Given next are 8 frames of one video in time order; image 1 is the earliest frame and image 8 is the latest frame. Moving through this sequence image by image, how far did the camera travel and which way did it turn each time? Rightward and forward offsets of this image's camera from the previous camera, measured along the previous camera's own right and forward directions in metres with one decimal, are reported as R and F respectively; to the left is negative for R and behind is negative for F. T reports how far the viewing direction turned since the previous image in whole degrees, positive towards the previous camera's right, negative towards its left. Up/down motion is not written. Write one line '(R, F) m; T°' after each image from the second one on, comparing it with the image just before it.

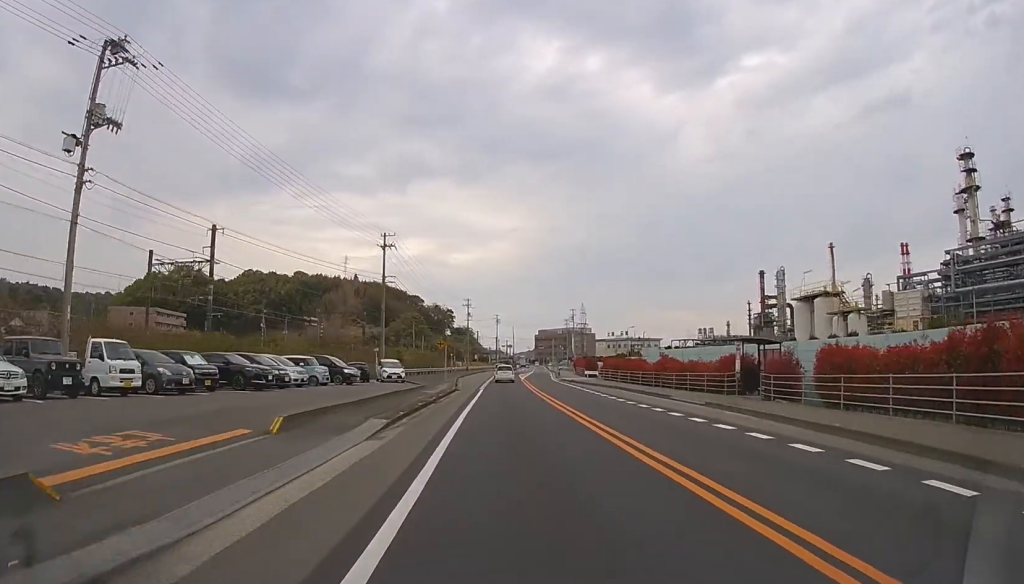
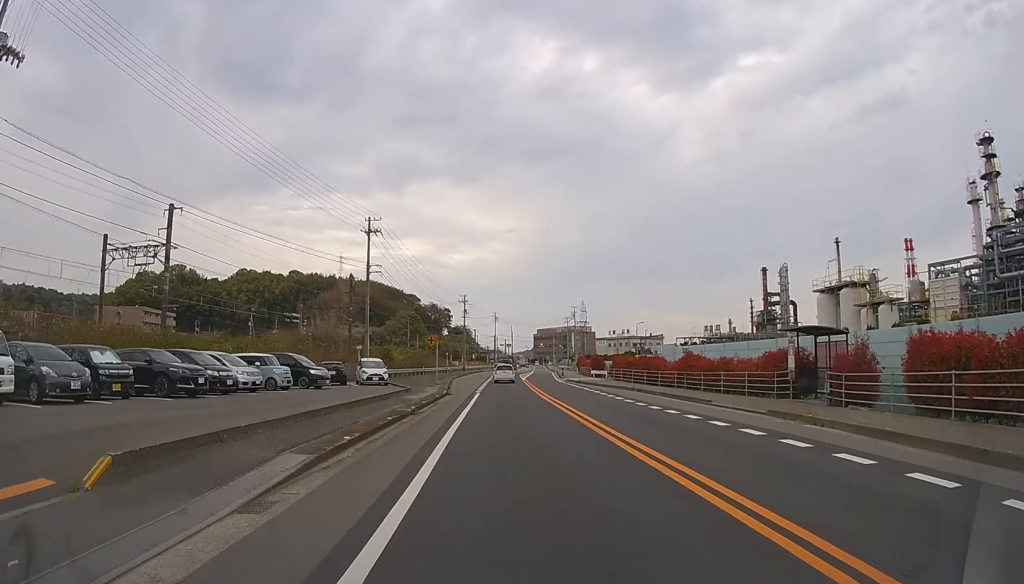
(0.0, +5.4) m; 0°
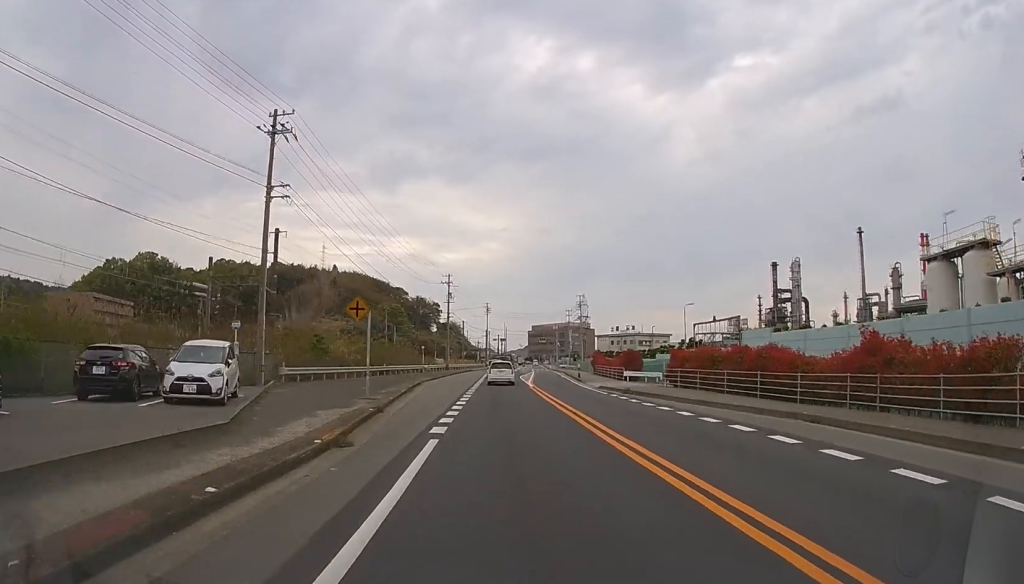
(+0.2, +19.8) m; +1°
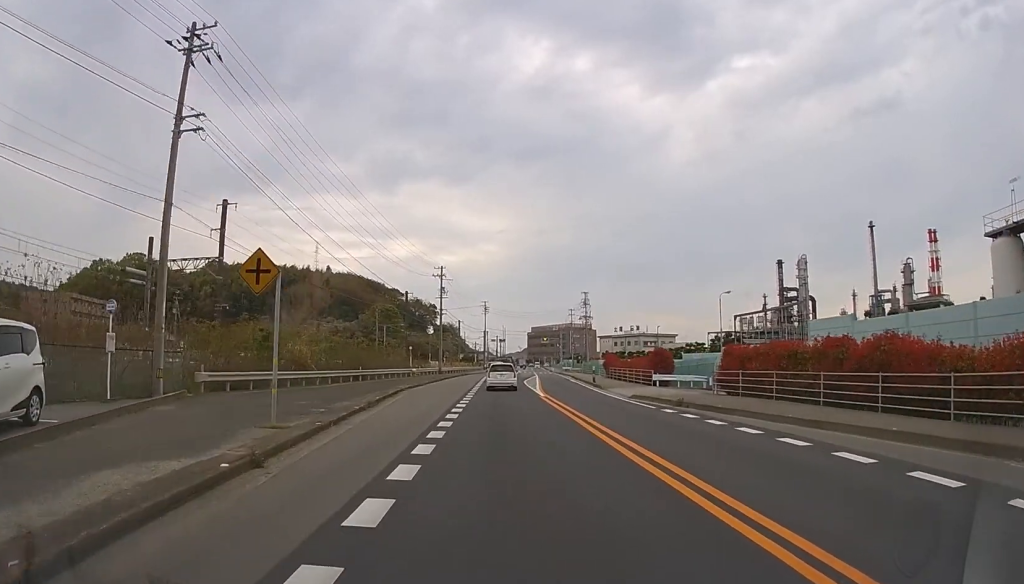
(0.0, +8.2) m; 0°
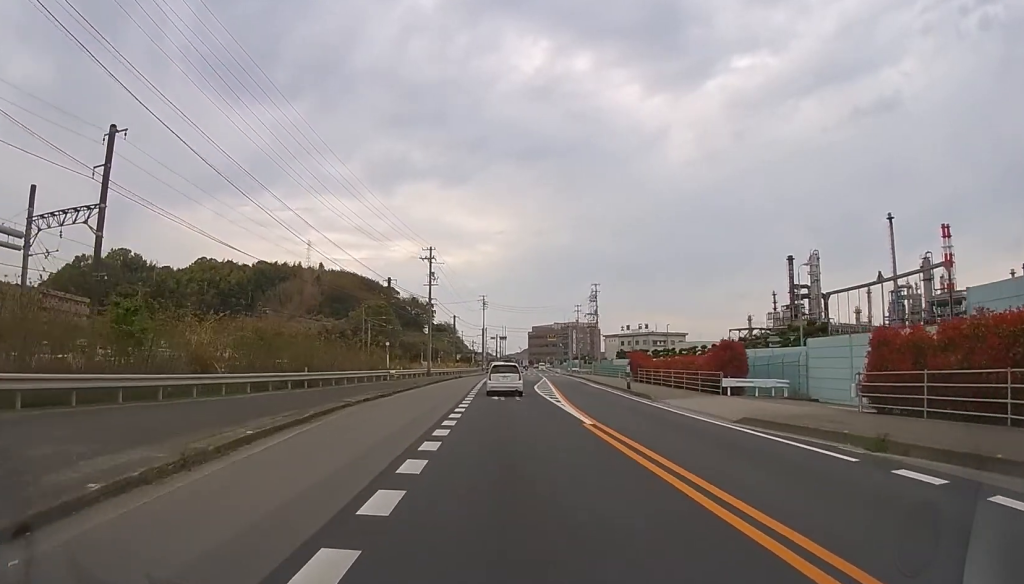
(0.0, +11.2) m; 0°
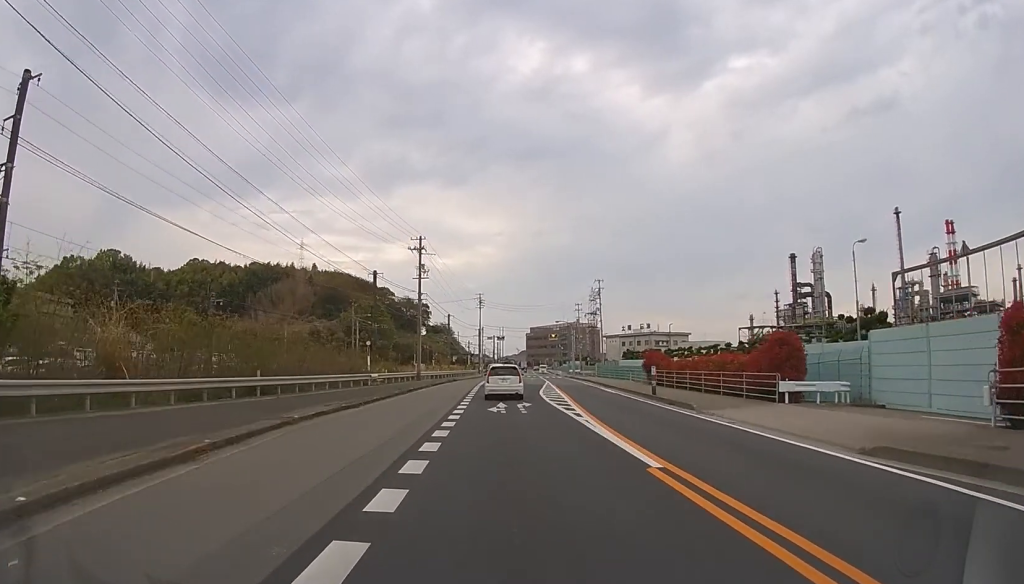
(0.0, +5.7) m; 0°
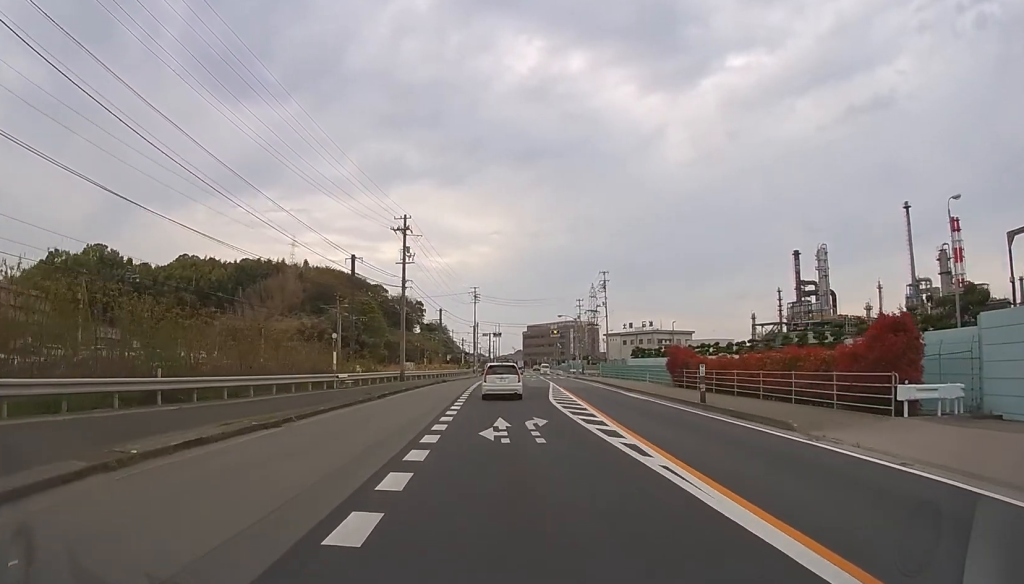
(0.0, +7.2) m; 0°
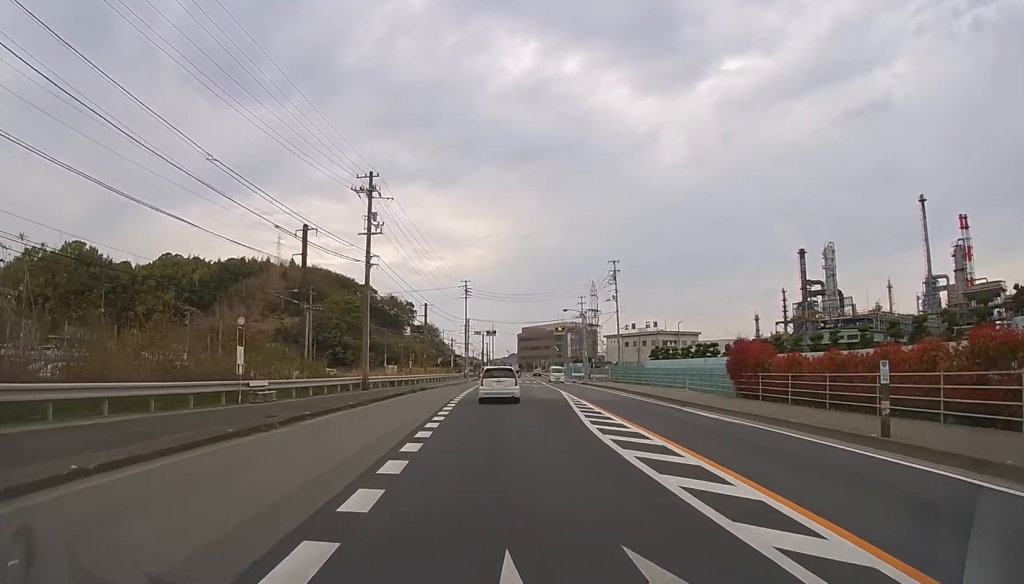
(0.0, +11.2) m; +1°
